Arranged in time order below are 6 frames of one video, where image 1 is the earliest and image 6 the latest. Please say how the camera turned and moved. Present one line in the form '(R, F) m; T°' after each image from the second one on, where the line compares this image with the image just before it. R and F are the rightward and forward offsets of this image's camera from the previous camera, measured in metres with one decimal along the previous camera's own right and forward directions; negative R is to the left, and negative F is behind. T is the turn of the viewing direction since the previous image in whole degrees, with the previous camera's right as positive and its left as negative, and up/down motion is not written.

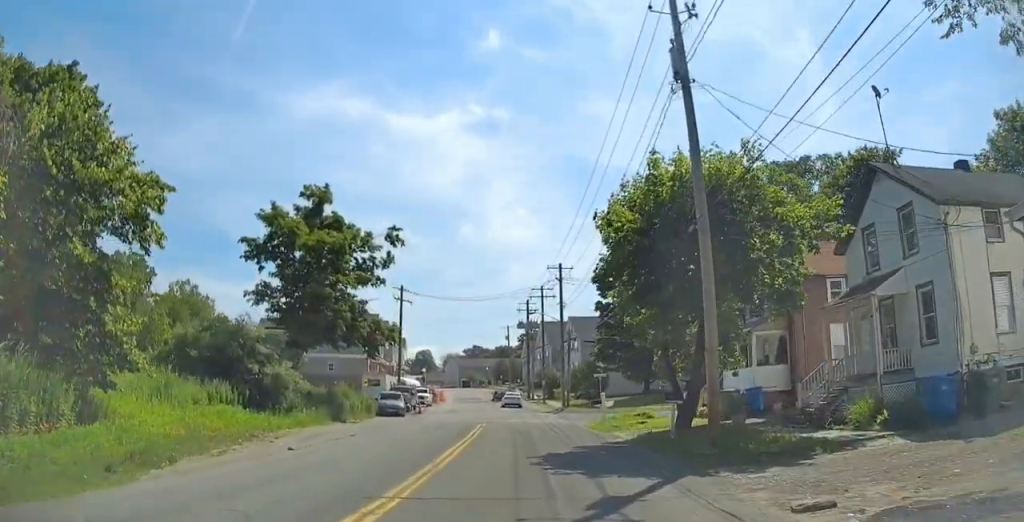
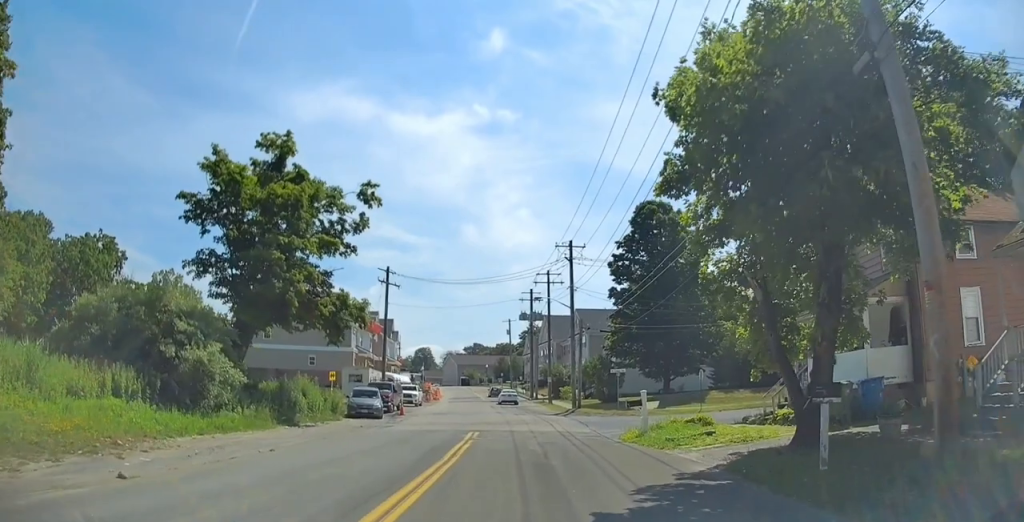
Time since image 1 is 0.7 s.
(-0.2, +8.8) m; -1°
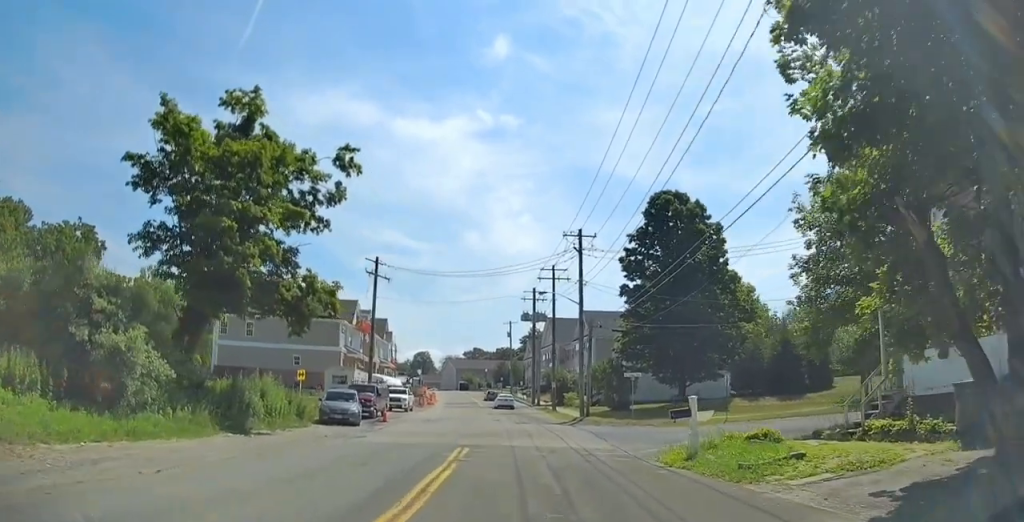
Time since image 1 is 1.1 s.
(-0.1, +5.5) m; -1°
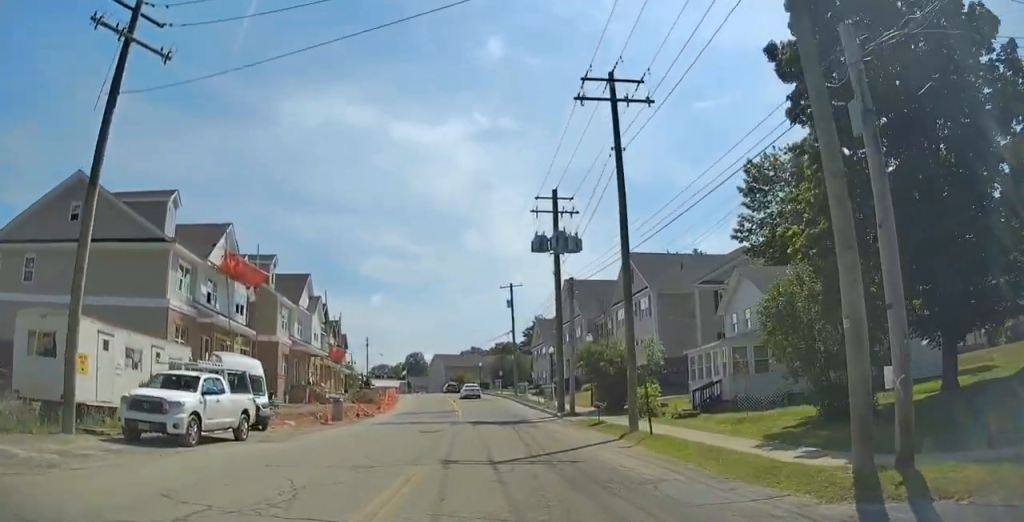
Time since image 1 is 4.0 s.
(-0.1, +37.5) m; -3°
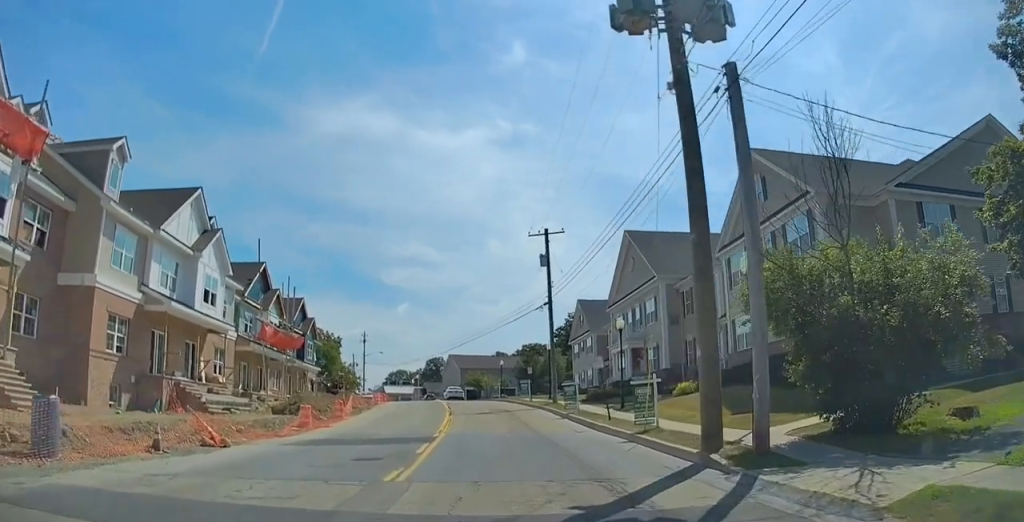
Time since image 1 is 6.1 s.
(-0.1, +26.1) m; -1°
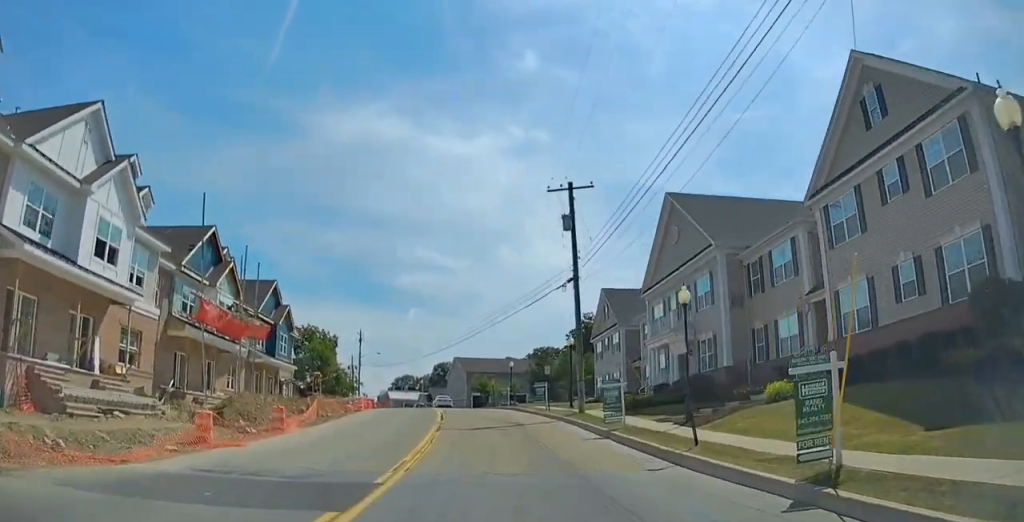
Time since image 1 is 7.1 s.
(-0.4, +11.0) m; 0°
